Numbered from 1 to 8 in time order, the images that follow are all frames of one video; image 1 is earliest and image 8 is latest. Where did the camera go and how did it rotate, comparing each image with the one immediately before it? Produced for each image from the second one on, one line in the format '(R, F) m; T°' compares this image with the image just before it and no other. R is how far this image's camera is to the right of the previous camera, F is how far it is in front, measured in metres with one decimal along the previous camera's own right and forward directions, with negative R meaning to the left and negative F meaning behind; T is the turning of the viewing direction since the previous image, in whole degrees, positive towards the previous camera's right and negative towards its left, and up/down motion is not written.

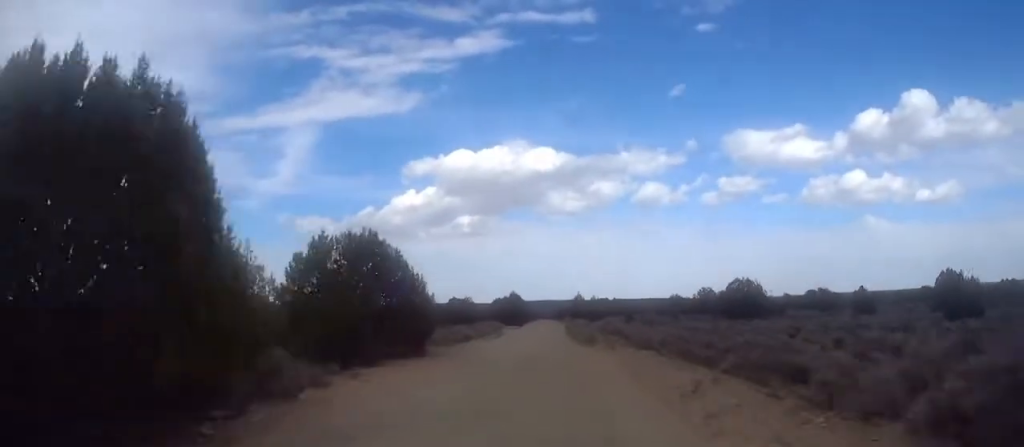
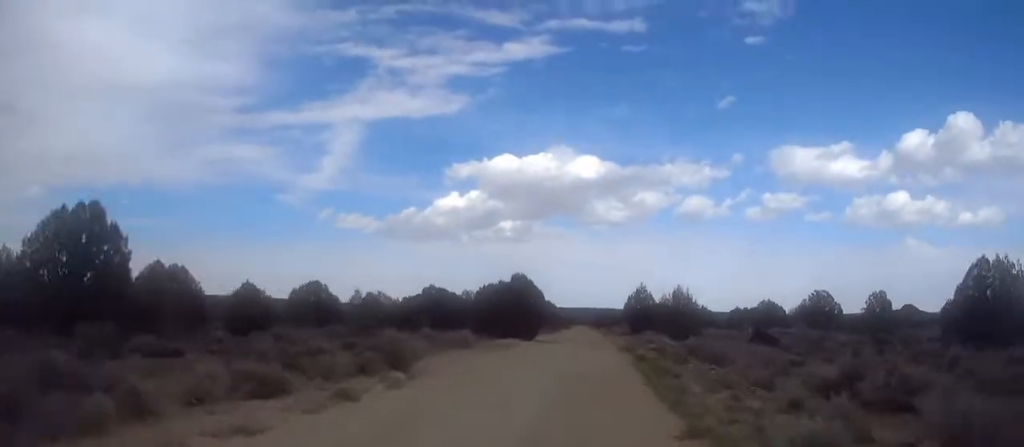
(-1.3, +47.9) m; -2°
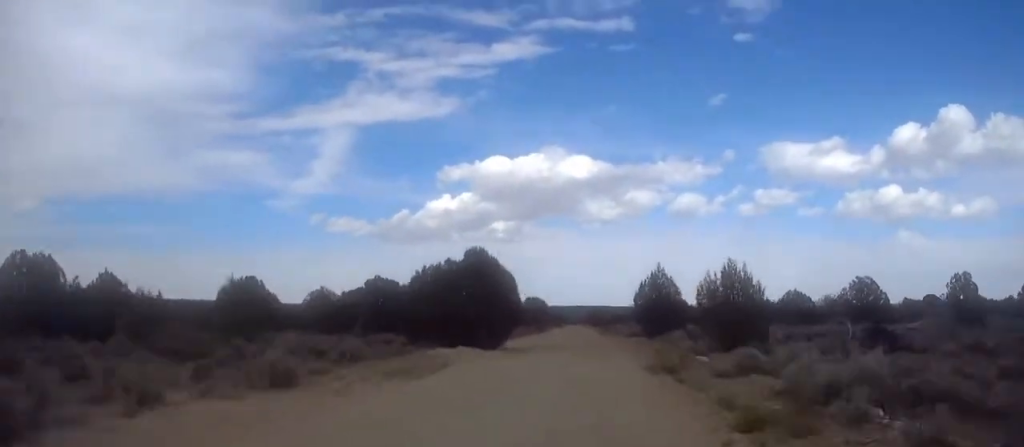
(+0.2, +18.0) m; +1°
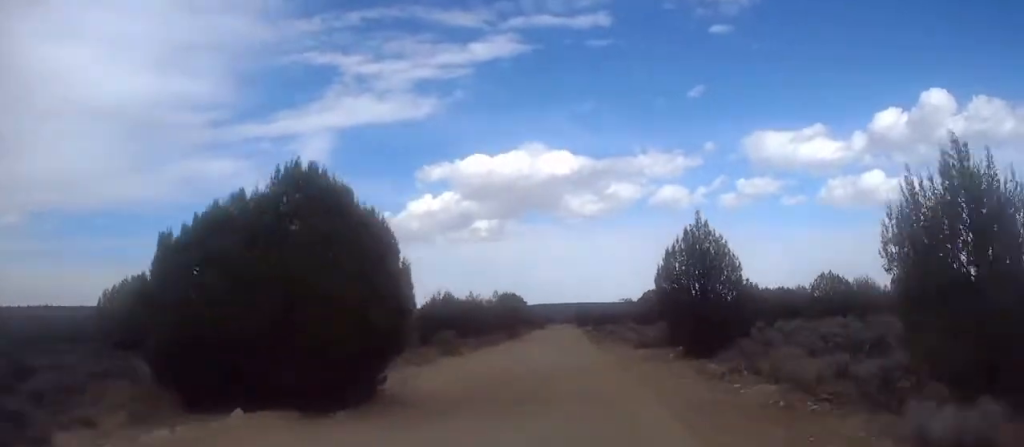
(+0.1, +19.7) m; +1°
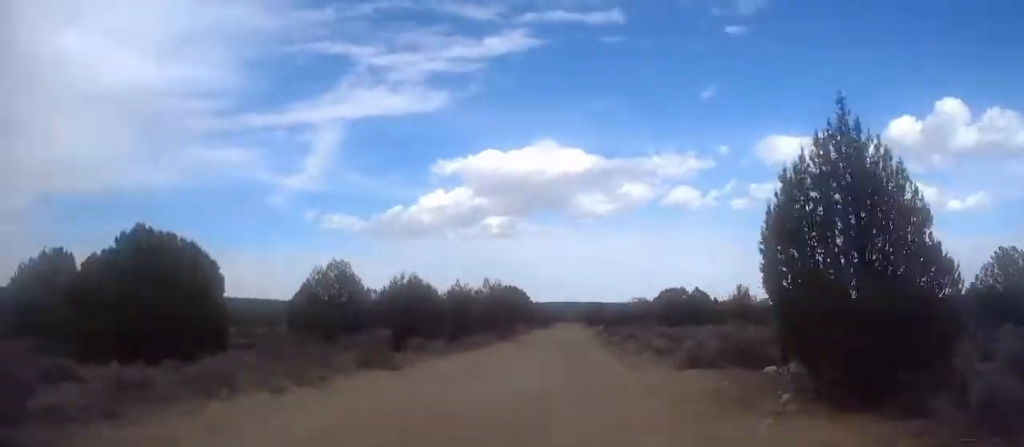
(+0.1, +12.8) m; 0°
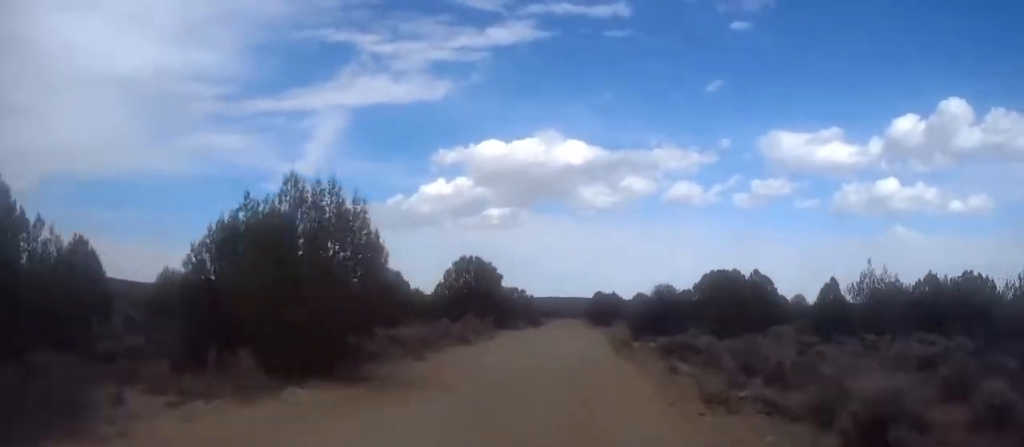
(0.0, +37.1) m; 0°
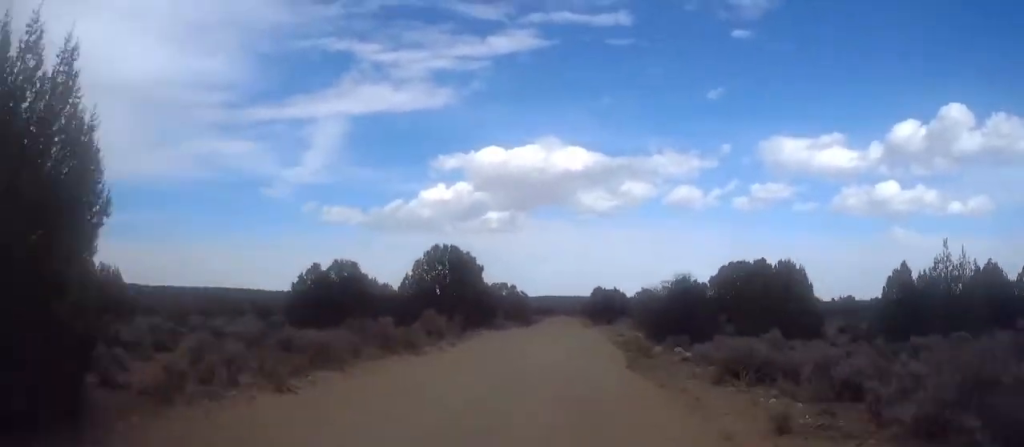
(0.0, +10.4) m; 0°
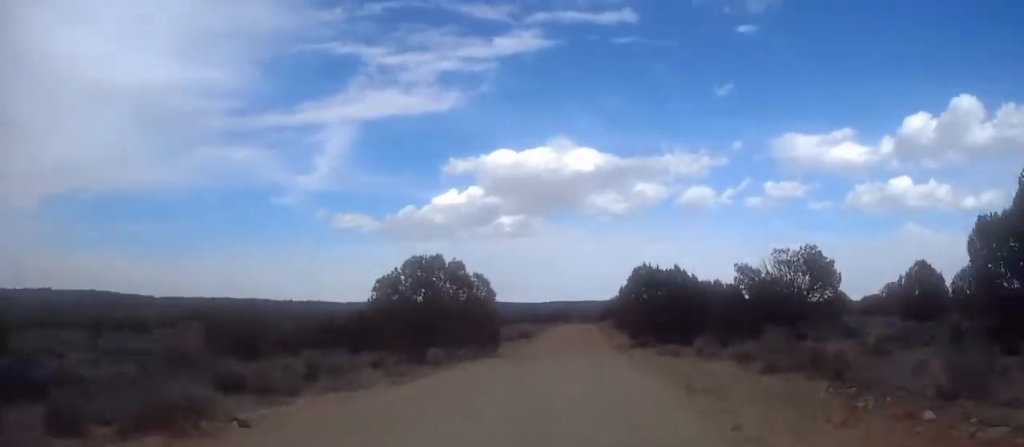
(-0.1, +46.2) m; 0°
